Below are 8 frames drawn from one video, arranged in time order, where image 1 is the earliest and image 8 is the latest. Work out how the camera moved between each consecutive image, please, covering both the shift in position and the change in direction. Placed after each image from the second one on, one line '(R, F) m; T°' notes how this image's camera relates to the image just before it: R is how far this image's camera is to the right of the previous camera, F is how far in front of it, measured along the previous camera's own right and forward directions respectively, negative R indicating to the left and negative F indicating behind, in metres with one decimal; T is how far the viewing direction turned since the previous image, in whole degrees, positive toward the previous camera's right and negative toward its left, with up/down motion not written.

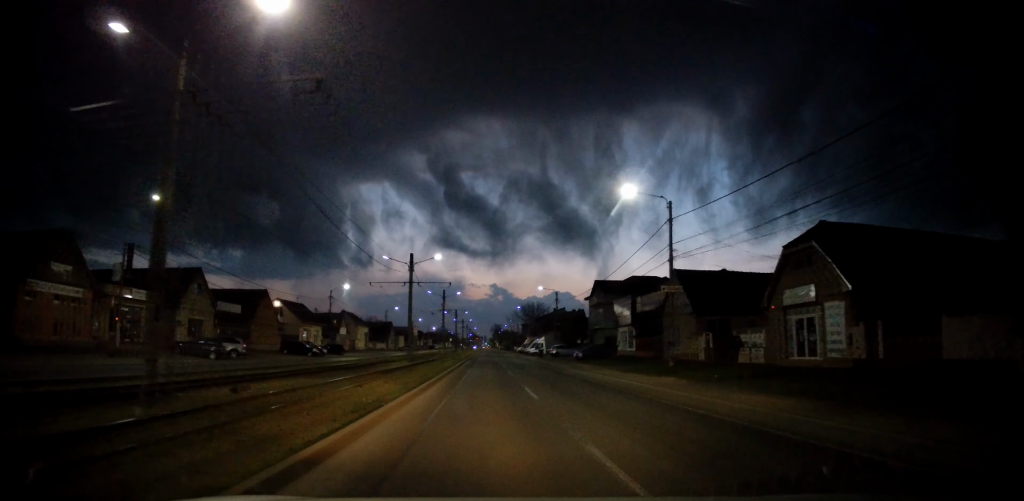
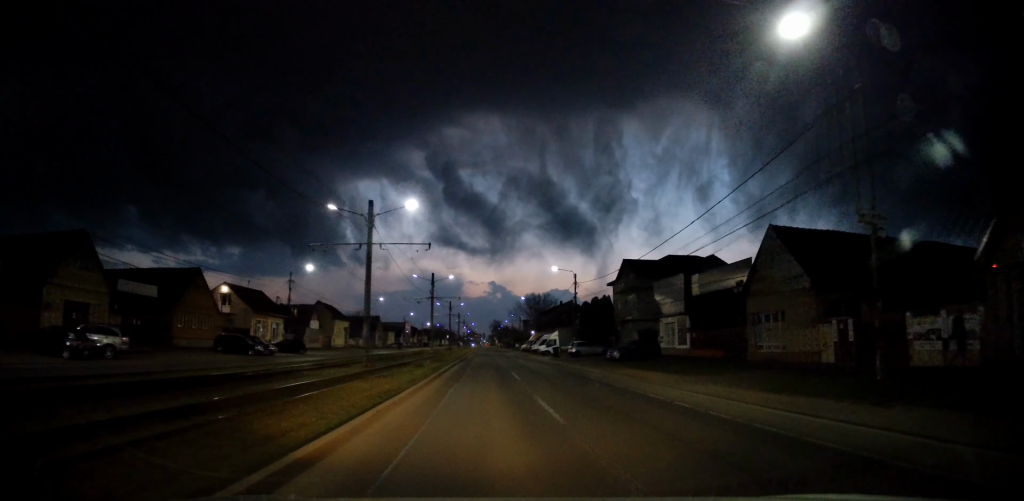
(-0.4, +14.8) m; 0°
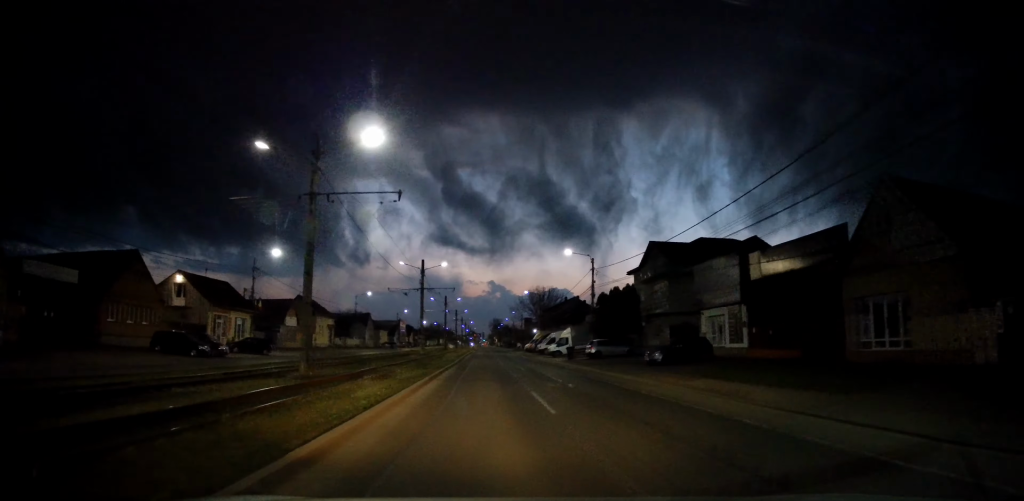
(+0.1, +9.2) m; 0°
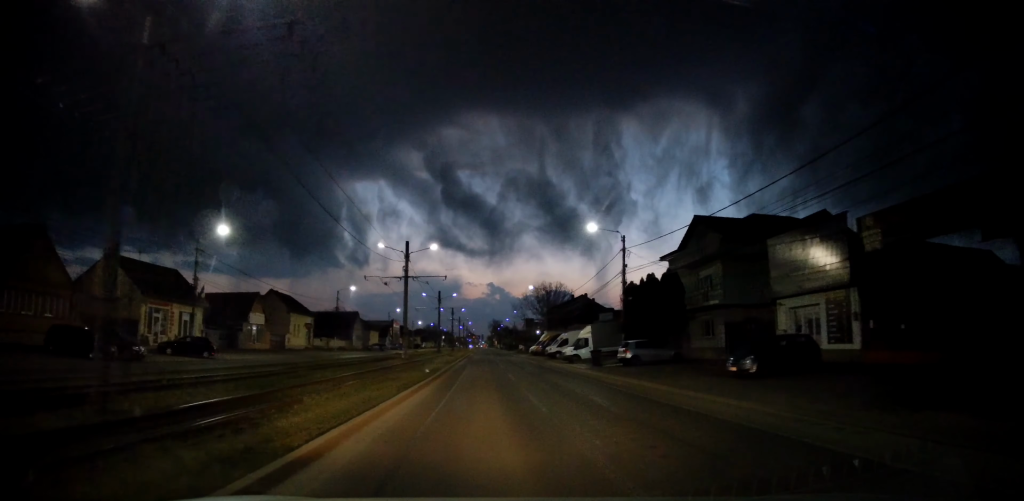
(+0.2, +10.3) m; +1°
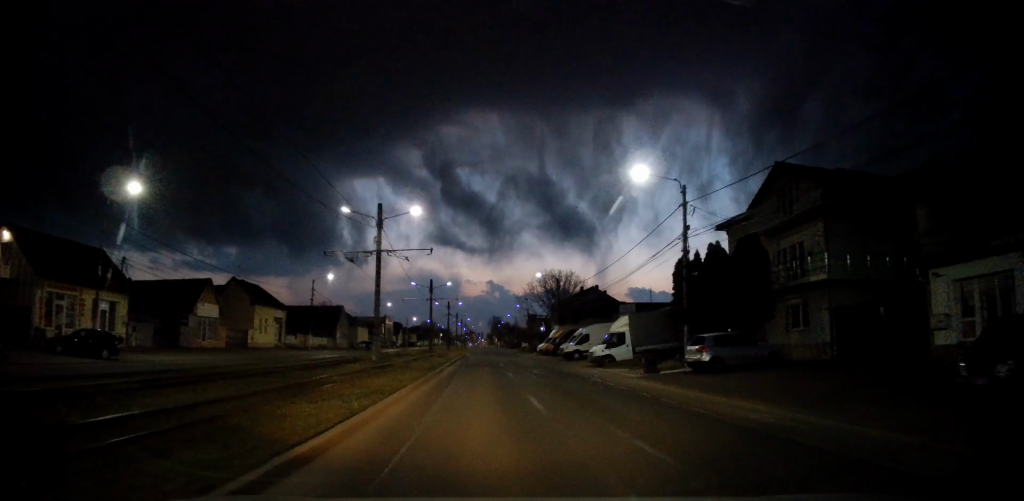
(-0.1, +11.0) m; -1°
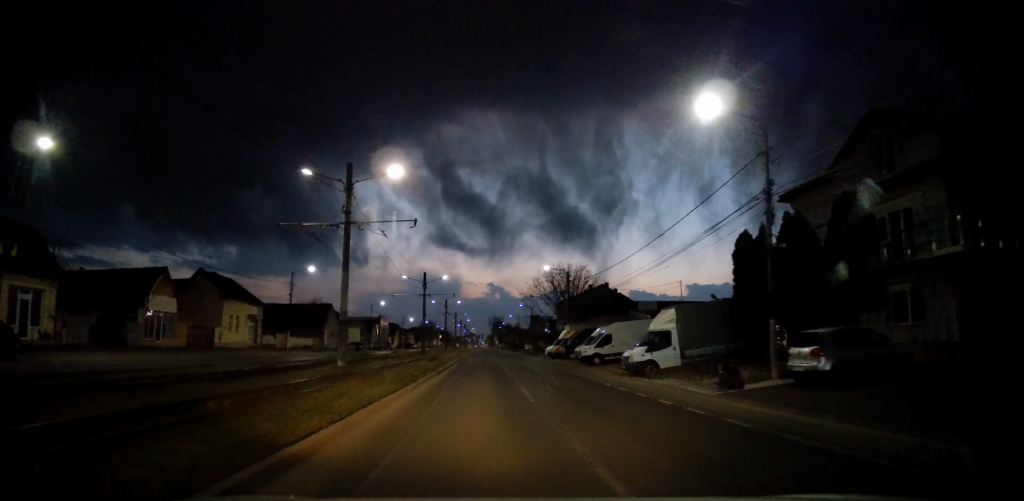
(+0.1, +7.5) m; -1°
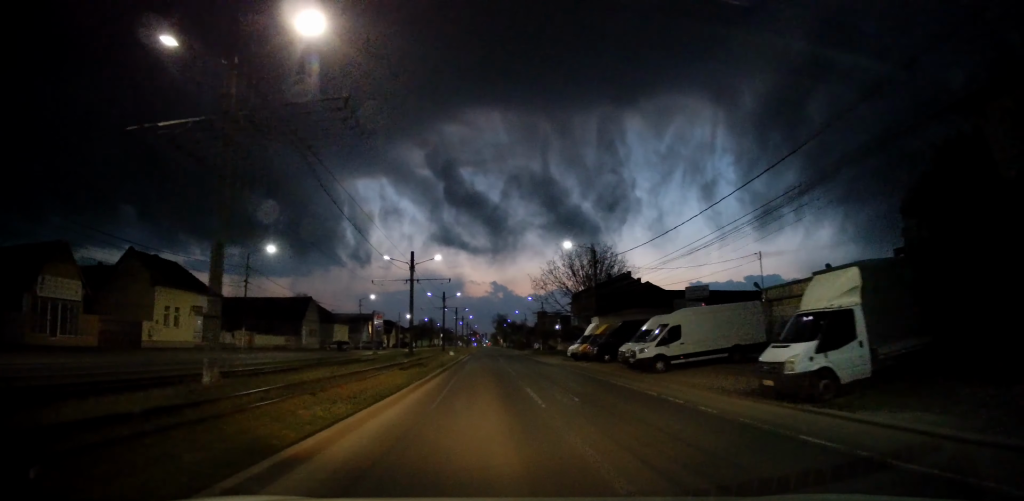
(-0.3, +12.2) m; 0°
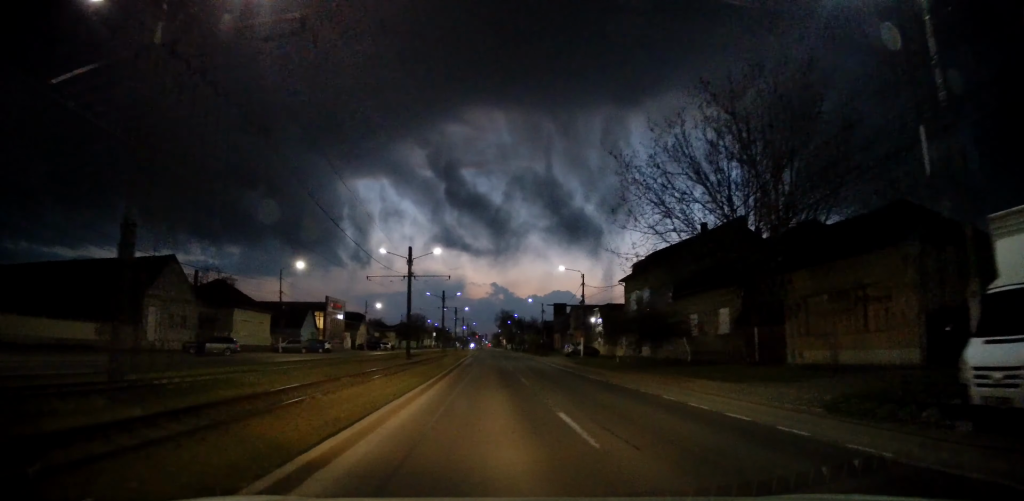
(+0.6, +36.2) m; +2°
